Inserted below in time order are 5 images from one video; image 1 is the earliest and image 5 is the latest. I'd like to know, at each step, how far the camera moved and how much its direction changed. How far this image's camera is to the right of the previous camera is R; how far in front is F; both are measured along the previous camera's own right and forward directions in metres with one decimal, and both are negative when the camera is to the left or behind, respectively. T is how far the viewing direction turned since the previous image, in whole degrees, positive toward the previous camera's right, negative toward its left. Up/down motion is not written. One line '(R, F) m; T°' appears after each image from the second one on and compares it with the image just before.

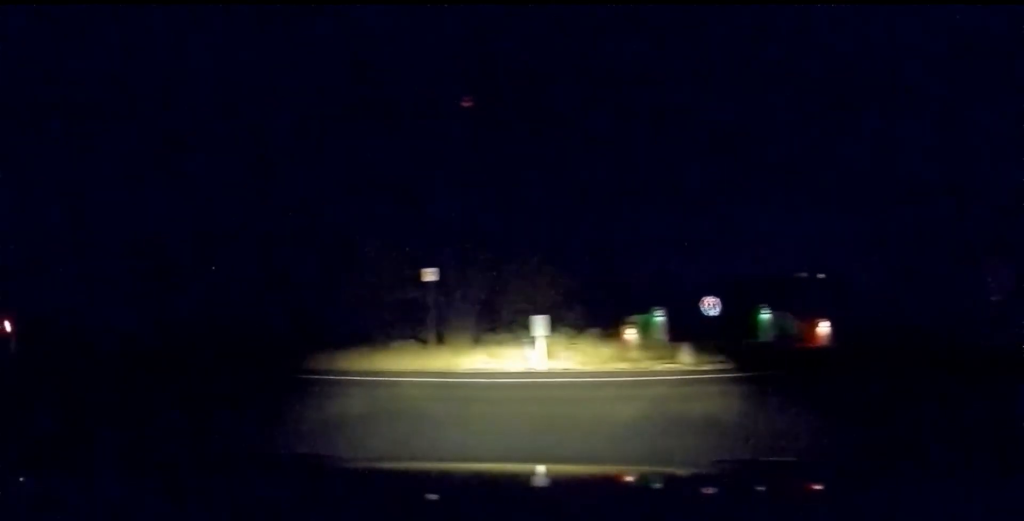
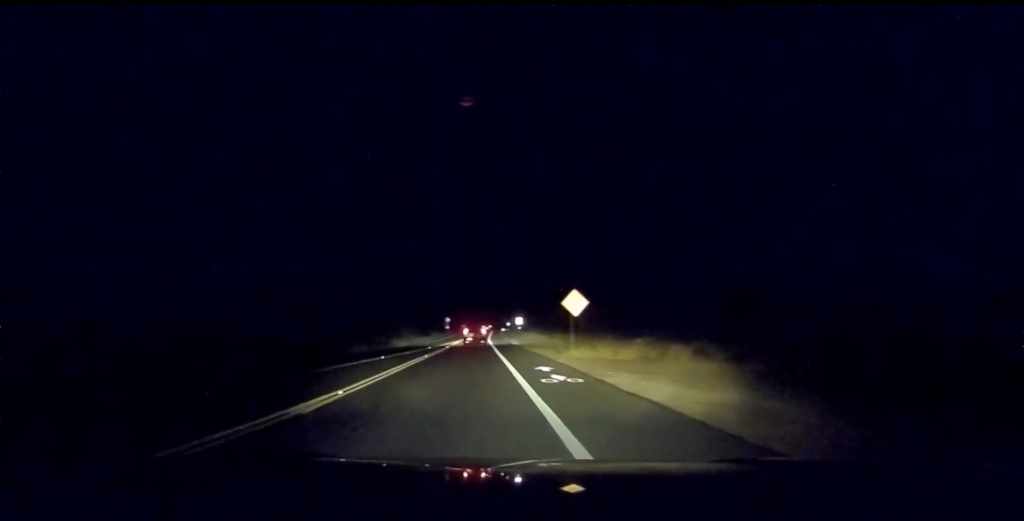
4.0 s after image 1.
(-14.8, +13.7) m; -74°
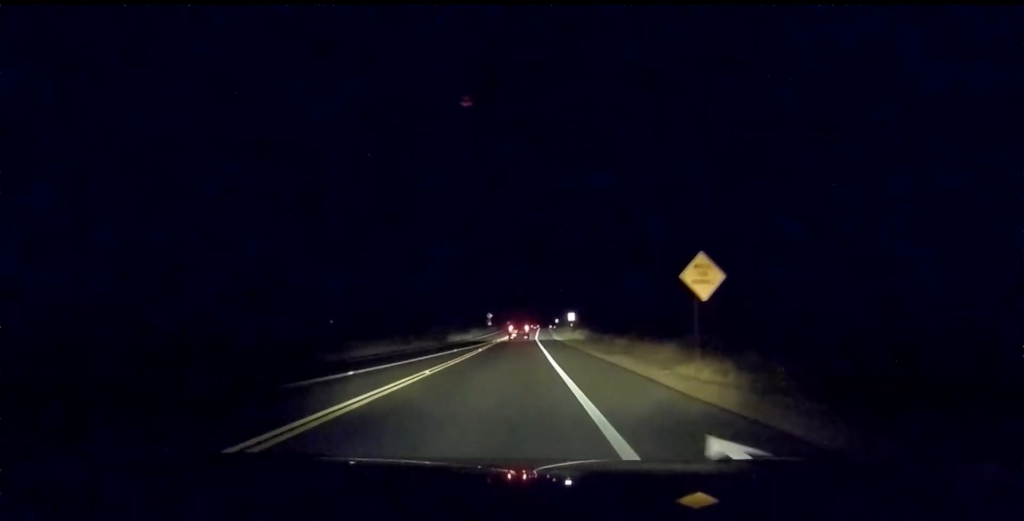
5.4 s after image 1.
(-1.1, +11.1) m; -6°
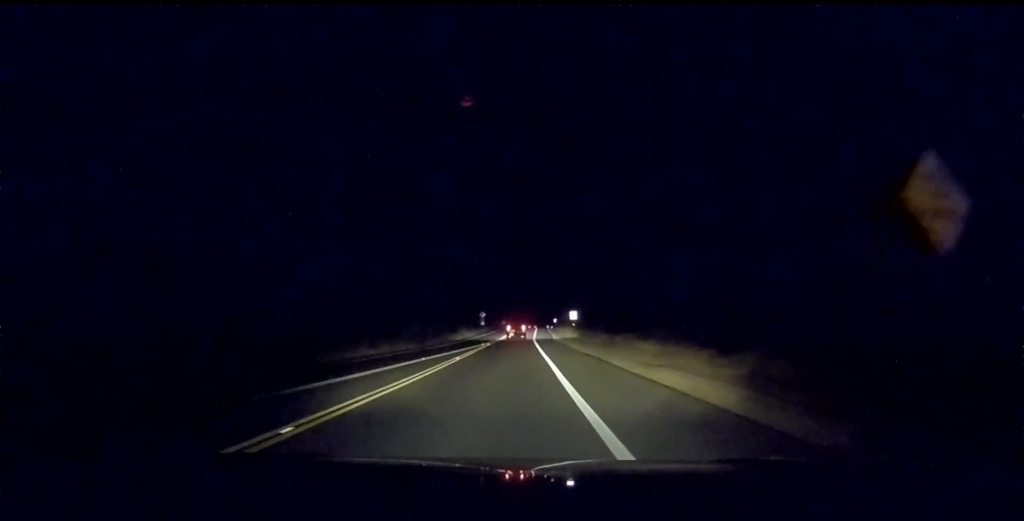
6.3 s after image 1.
(0.0, +8.6) m; 0°
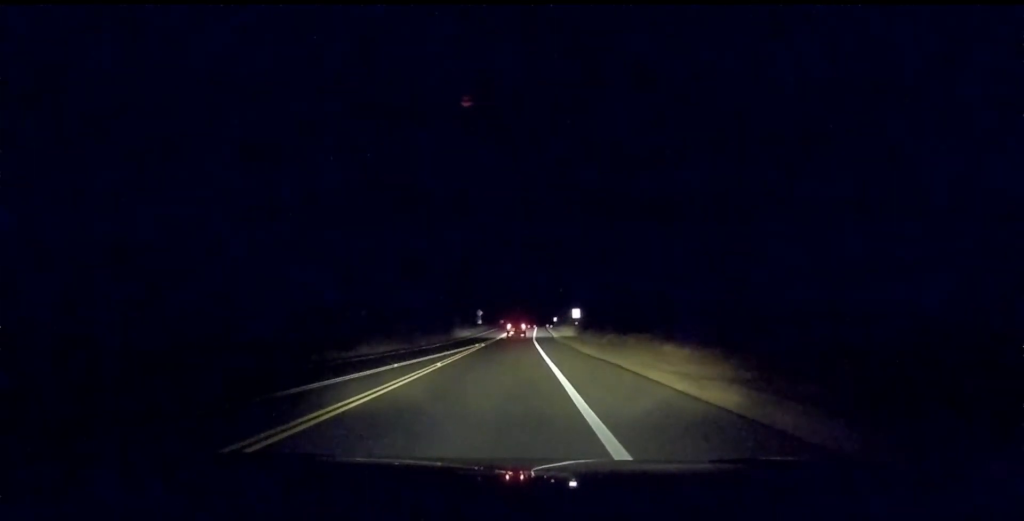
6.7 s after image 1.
(0.0, +4.6) m; 0°
